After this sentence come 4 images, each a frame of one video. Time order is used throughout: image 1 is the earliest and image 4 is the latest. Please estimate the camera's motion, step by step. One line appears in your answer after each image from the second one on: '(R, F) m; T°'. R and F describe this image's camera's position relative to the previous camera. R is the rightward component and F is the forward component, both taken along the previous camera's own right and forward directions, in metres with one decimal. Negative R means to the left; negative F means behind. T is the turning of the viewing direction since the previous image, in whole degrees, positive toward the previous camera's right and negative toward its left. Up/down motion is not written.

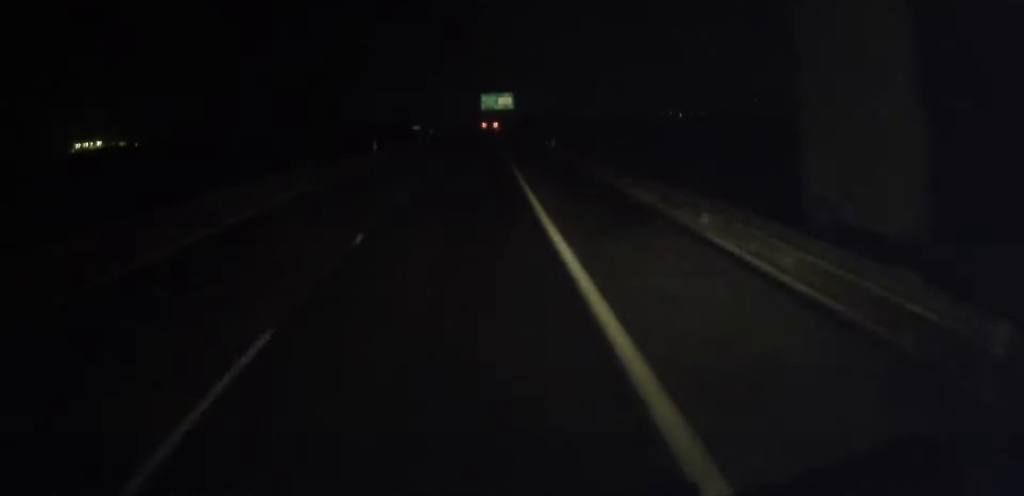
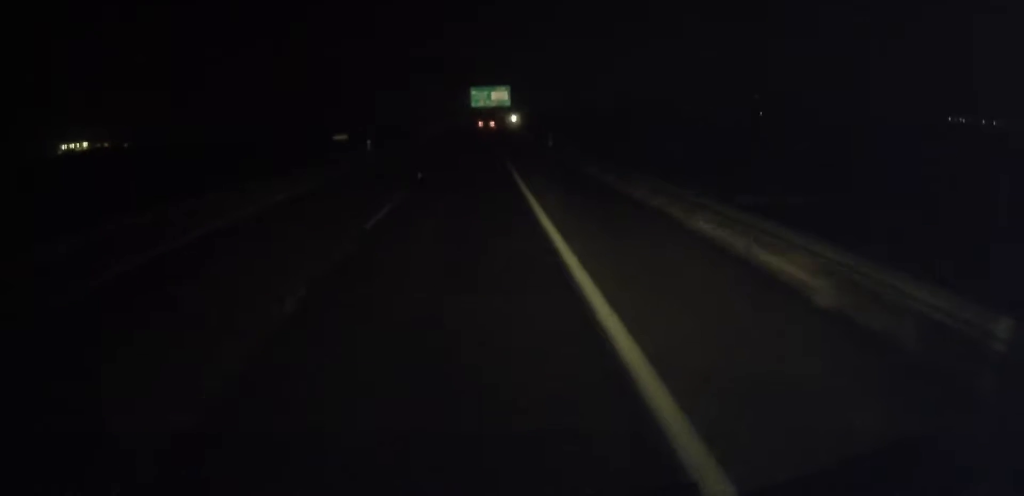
(+0.5, +40.2) m; +1°
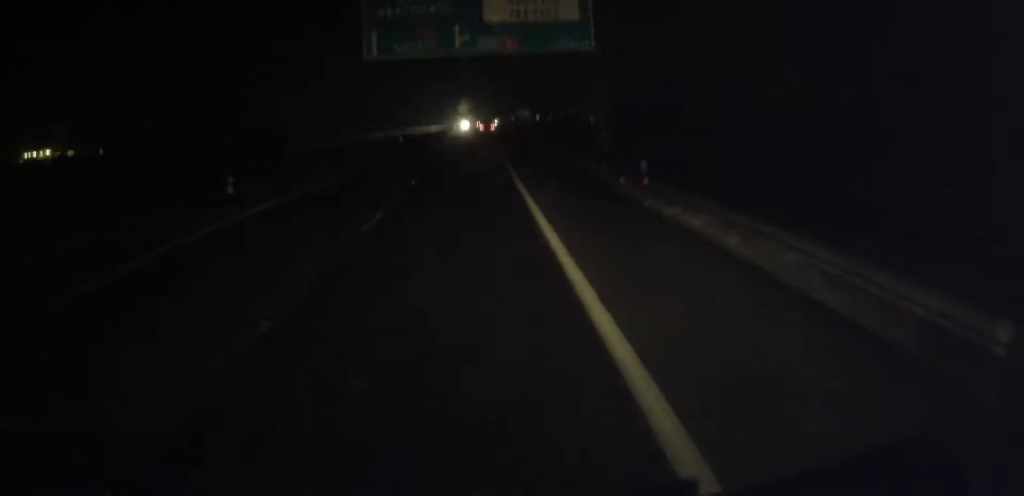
(+3.0, +143.3) m; +2°
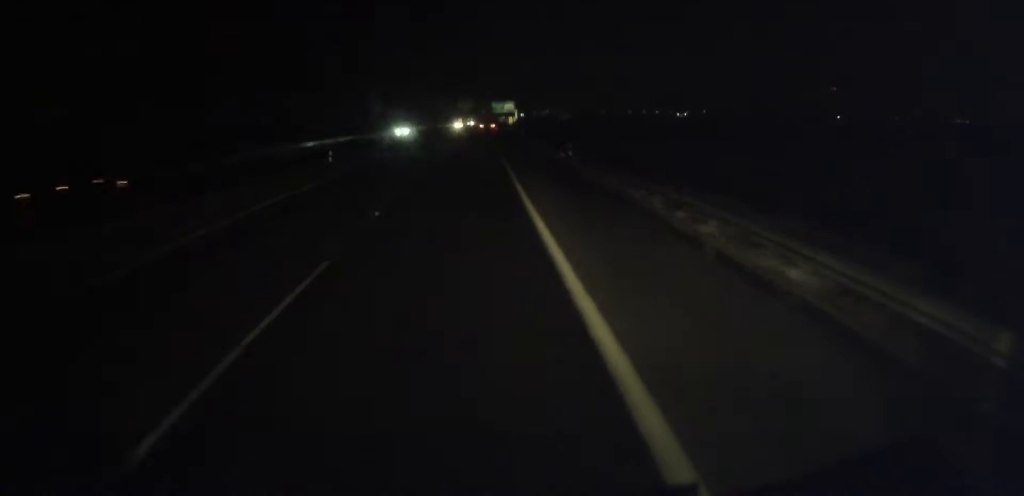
(+7.8, +227.5) m; +4°
